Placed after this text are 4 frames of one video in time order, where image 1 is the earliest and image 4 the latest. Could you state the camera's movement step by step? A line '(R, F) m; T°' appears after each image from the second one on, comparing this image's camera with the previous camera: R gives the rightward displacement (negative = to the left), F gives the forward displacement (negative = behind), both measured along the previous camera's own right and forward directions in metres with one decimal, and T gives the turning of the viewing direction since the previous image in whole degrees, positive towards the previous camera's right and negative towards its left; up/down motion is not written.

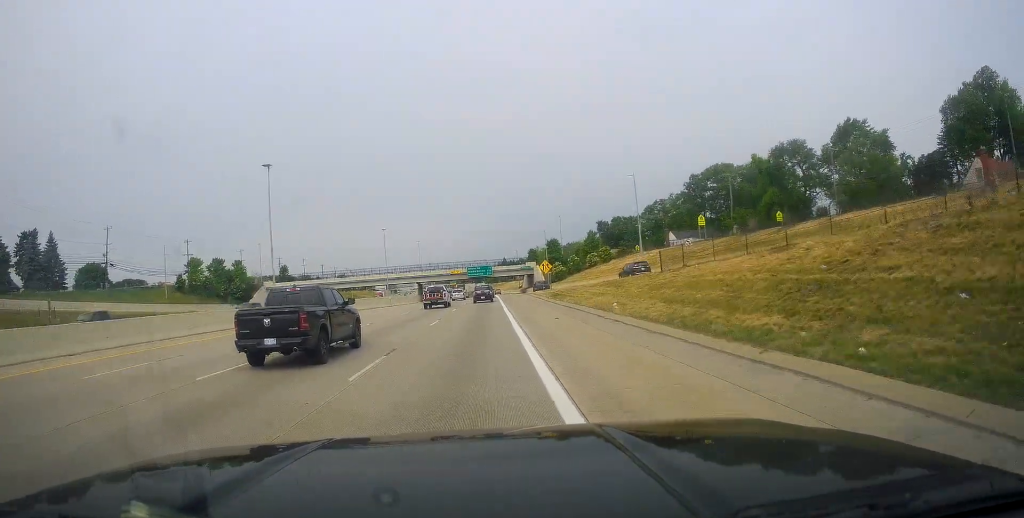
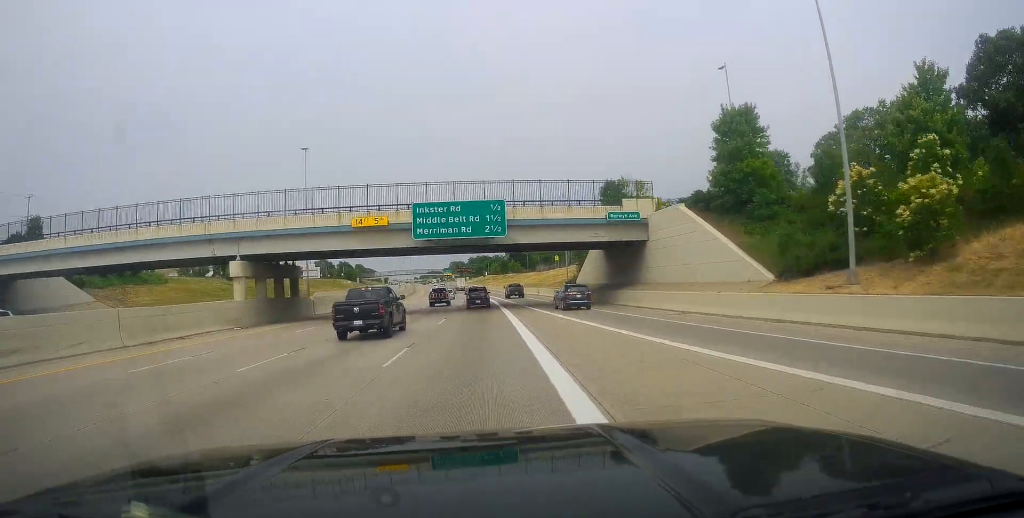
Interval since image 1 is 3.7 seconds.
(+0.6, +104.0) m; 0°
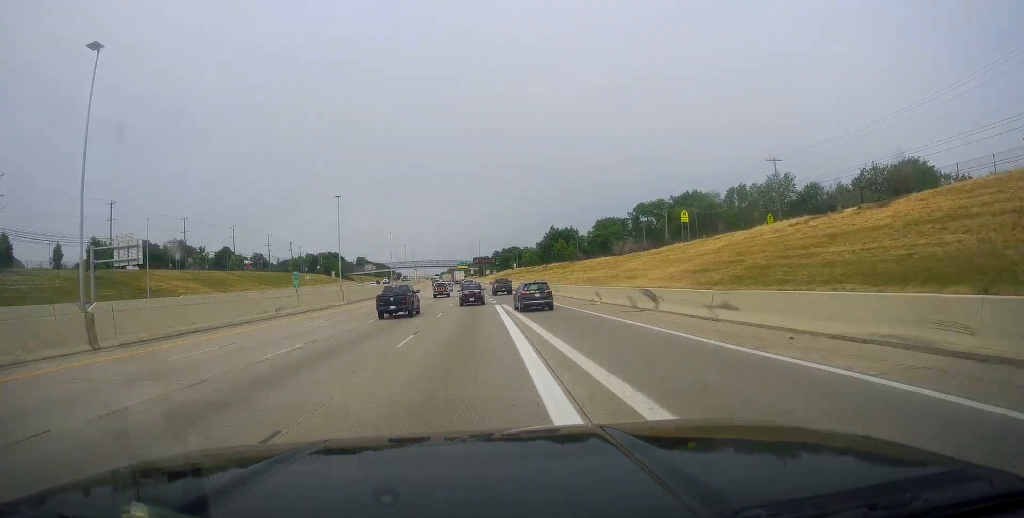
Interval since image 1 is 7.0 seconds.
(-2.2, +89.6) m; -3°
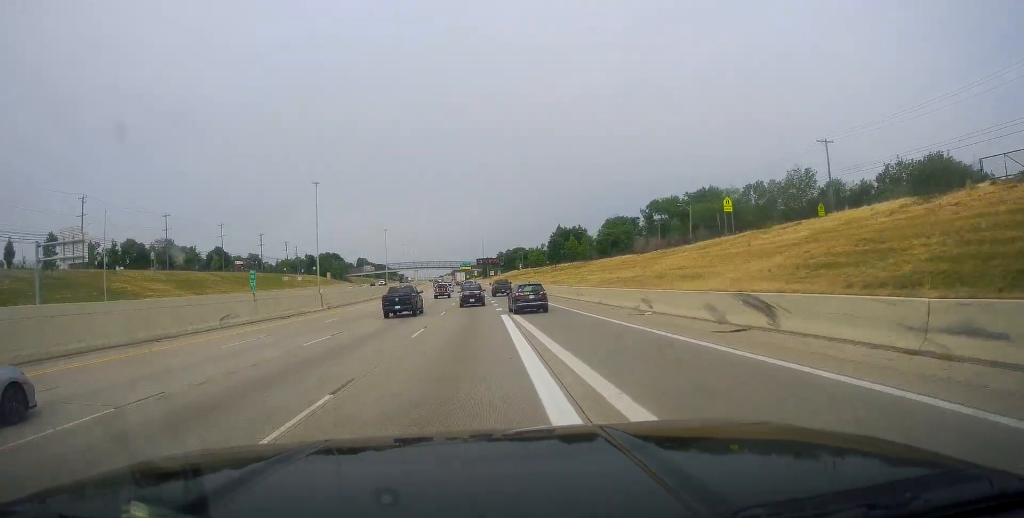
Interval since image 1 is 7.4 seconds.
(+0.1, +11.5) m; -1°
